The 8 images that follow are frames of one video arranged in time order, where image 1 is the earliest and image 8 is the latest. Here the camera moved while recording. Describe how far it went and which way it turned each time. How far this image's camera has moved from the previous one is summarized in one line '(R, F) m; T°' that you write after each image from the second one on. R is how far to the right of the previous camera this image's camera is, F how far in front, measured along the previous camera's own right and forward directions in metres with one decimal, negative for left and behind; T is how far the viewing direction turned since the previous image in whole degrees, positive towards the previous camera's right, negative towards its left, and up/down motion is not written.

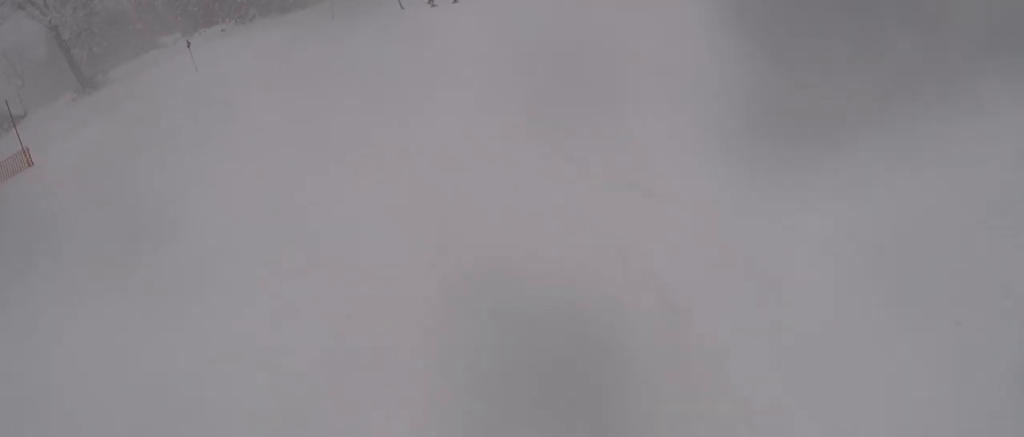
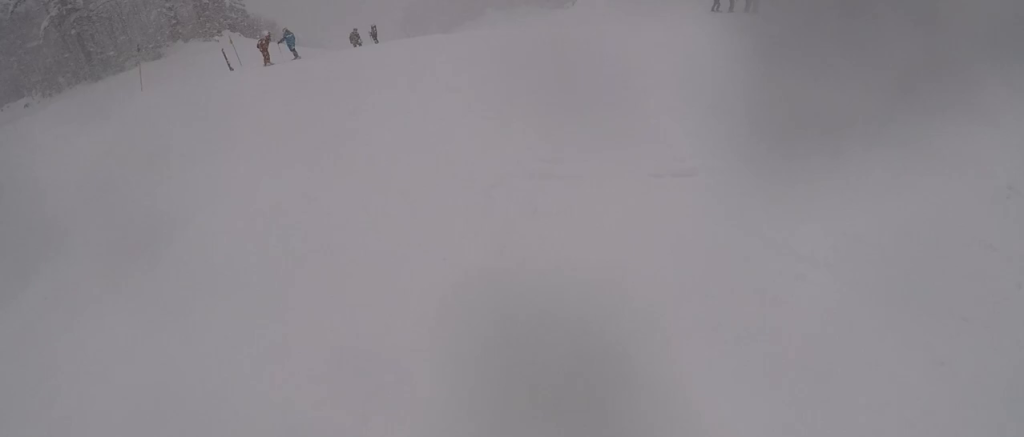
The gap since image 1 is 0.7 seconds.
(-0.2, +5.8) m; +10°
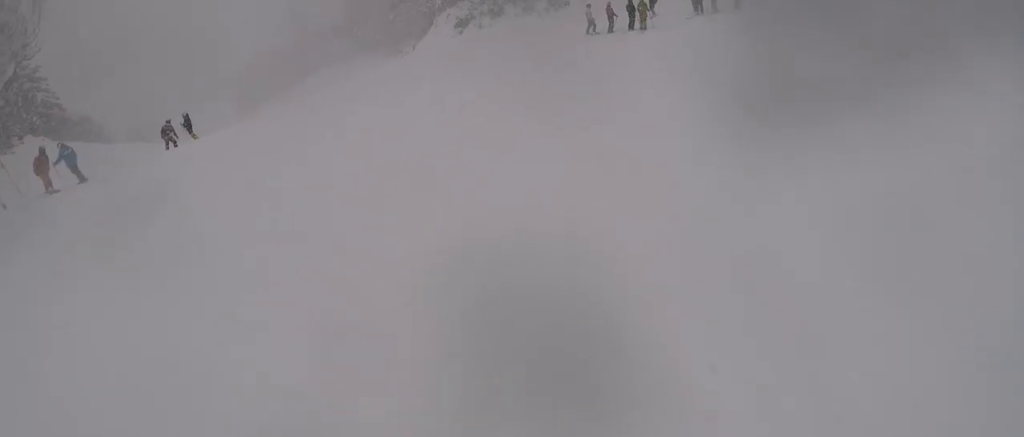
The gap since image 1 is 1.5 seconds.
(+1.4, +6.4) m; +17°
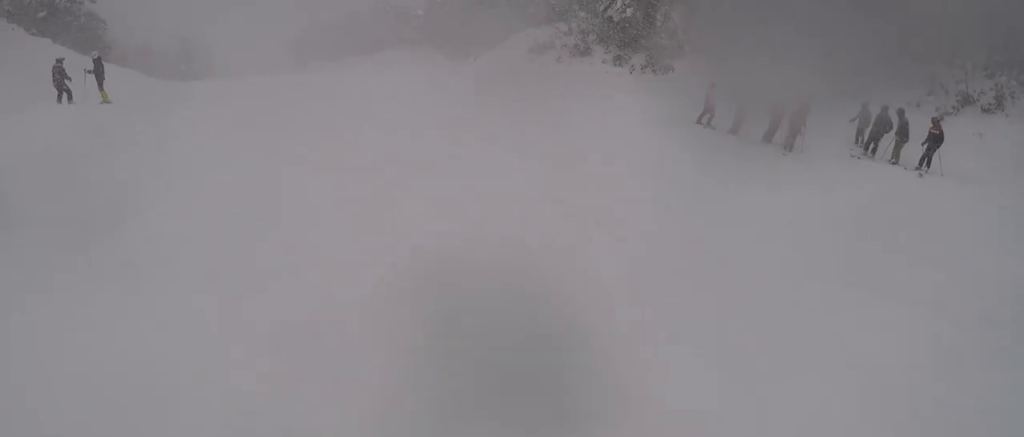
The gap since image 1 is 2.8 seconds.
(+1.7, +9.8) m; +5°
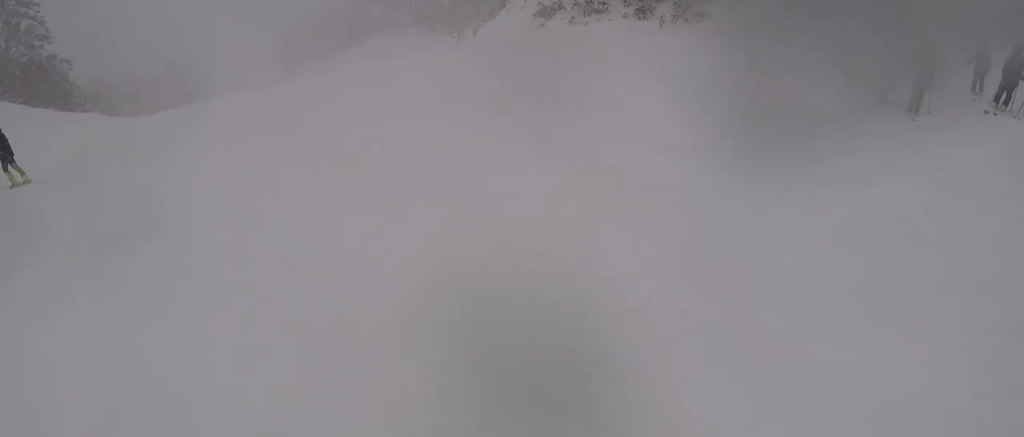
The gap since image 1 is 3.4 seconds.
(-0.8, +5.0) m; +3°
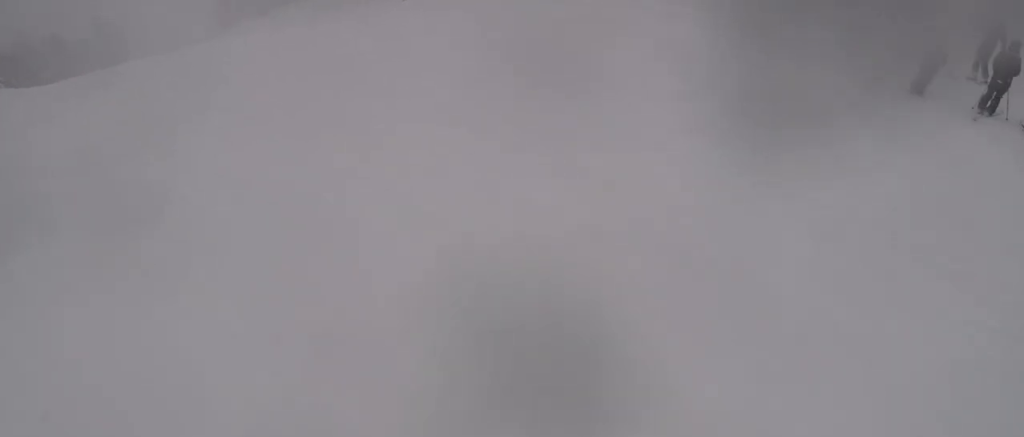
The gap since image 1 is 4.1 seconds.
(+0.1, +4.9) m; +2°
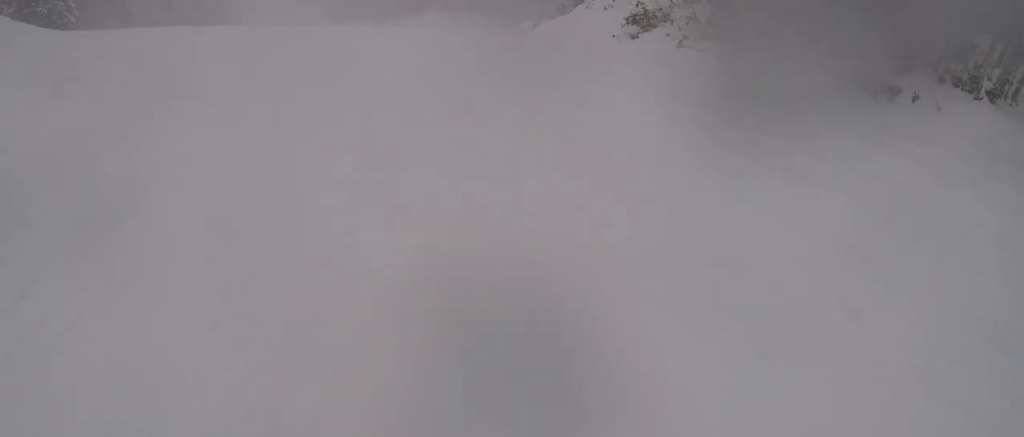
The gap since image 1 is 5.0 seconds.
(+0.8, +6.6) m; -6°
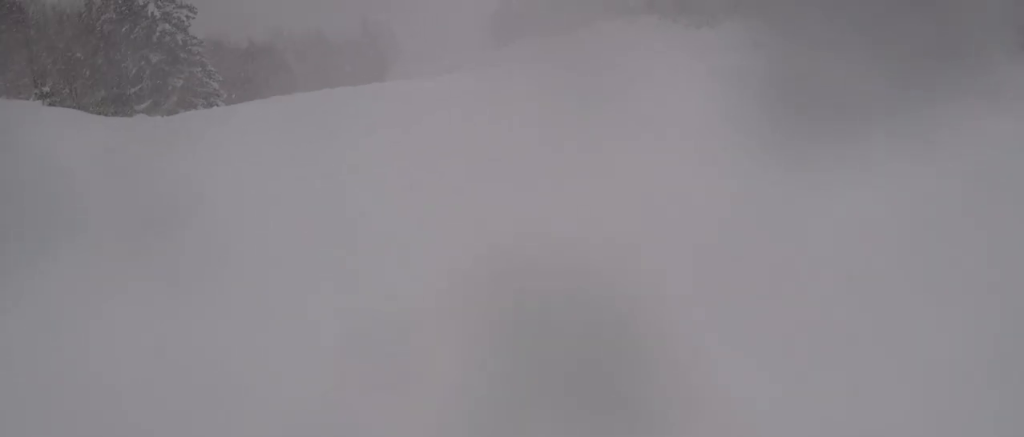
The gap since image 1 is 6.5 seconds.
(-3.3, +9.5) m; -29°
